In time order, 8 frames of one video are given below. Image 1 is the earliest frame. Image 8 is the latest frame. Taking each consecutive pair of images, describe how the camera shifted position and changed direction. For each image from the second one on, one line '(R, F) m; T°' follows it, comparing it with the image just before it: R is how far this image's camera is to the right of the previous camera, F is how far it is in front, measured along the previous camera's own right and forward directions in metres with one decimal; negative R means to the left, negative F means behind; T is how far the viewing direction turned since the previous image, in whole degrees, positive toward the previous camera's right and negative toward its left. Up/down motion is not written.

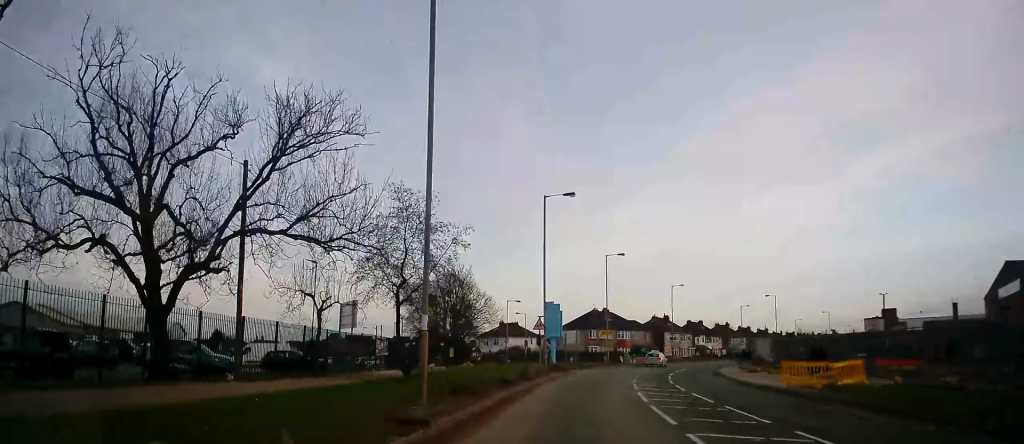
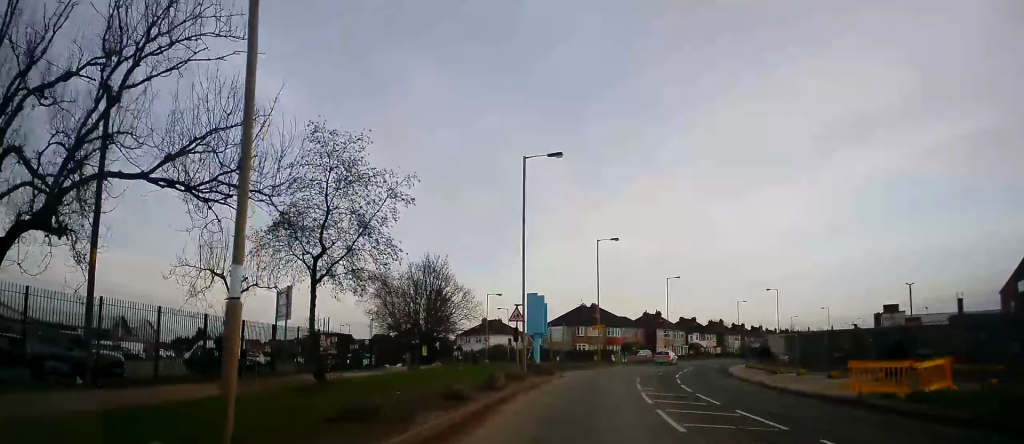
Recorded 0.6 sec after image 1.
(0.0, +6.7) m; +1°
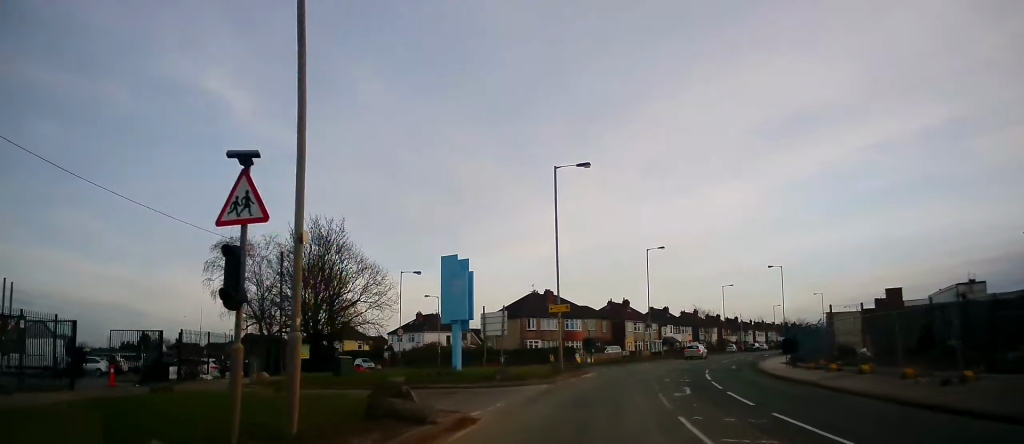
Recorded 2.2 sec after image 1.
(+0.8, +19.1) m; +5°
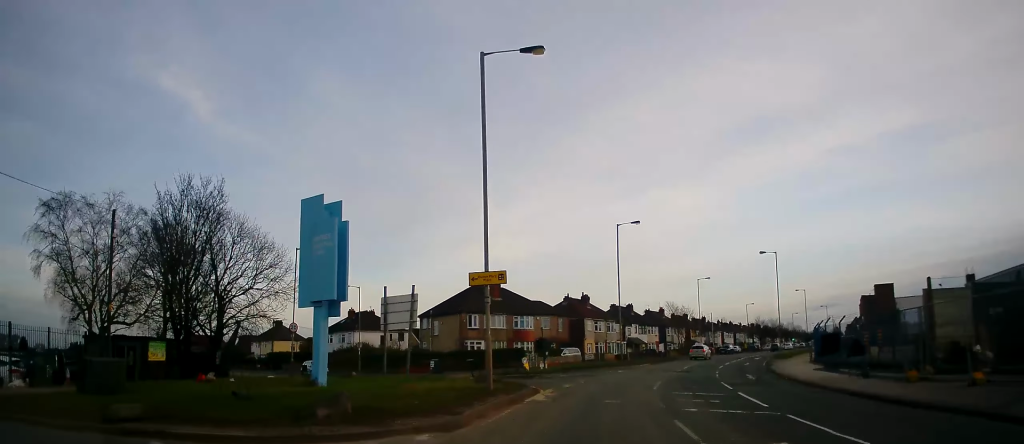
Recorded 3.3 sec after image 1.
(+0.5, +12.2) m; +3°
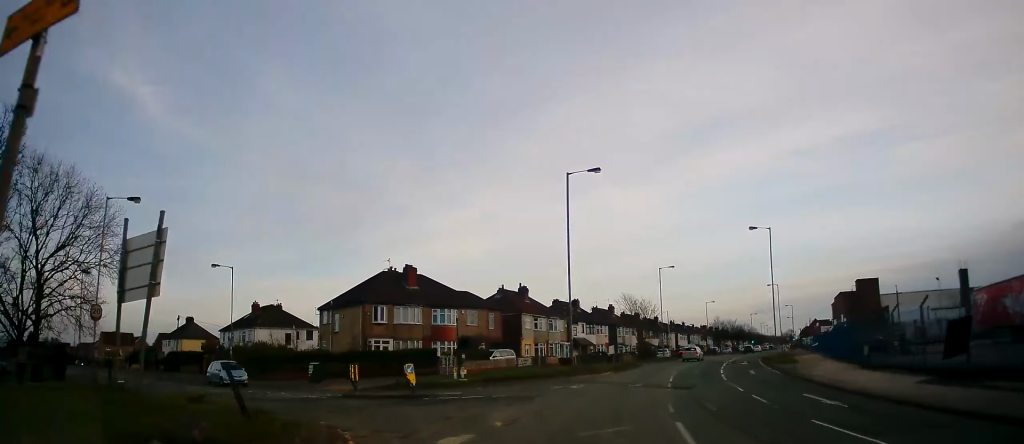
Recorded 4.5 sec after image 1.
(+0.4, +13.6) m; +4°
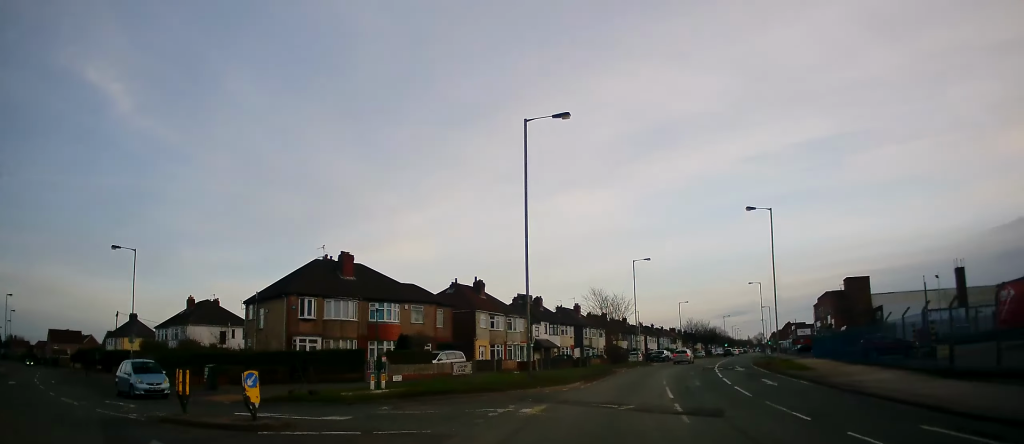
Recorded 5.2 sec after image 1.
(+0.2, +7.7) m; +4°
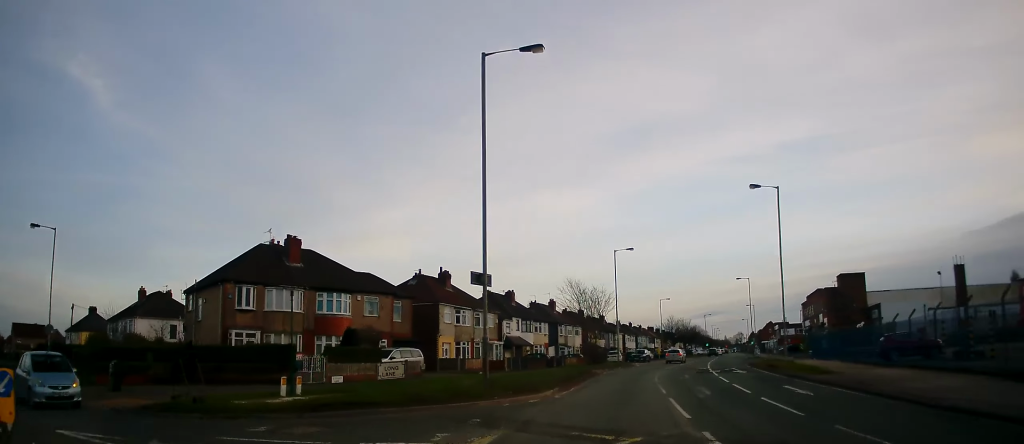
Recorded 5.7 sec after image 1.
(+0.2, +5.5) m; +3°
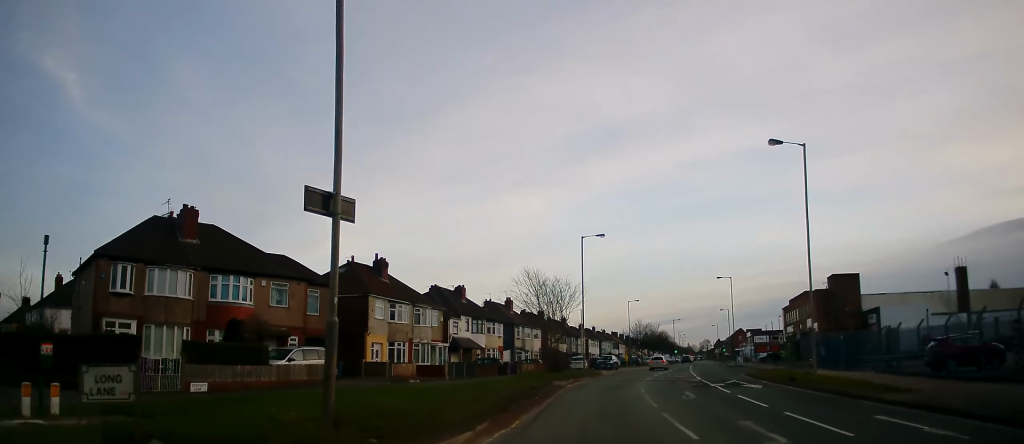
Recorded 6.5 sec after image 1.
(+0.3, +8.7) m; +4°
